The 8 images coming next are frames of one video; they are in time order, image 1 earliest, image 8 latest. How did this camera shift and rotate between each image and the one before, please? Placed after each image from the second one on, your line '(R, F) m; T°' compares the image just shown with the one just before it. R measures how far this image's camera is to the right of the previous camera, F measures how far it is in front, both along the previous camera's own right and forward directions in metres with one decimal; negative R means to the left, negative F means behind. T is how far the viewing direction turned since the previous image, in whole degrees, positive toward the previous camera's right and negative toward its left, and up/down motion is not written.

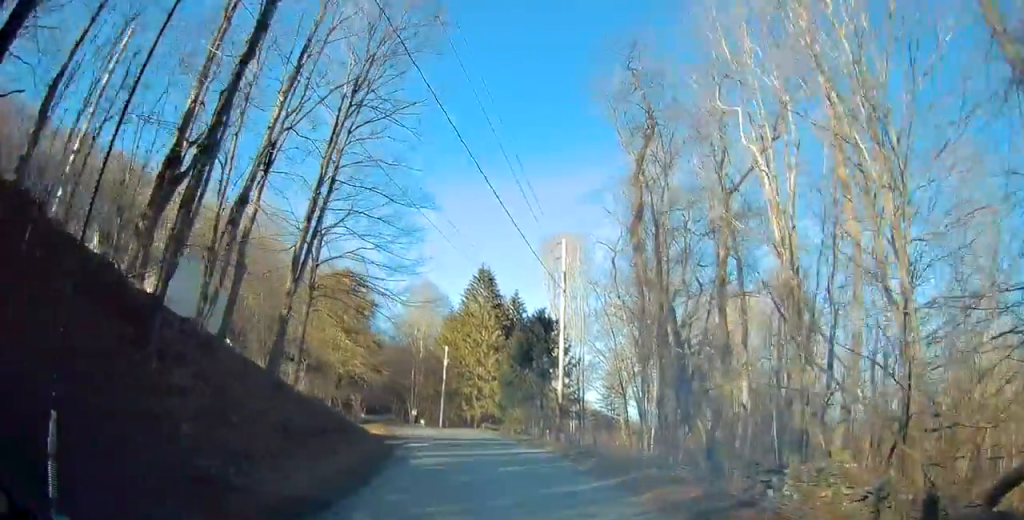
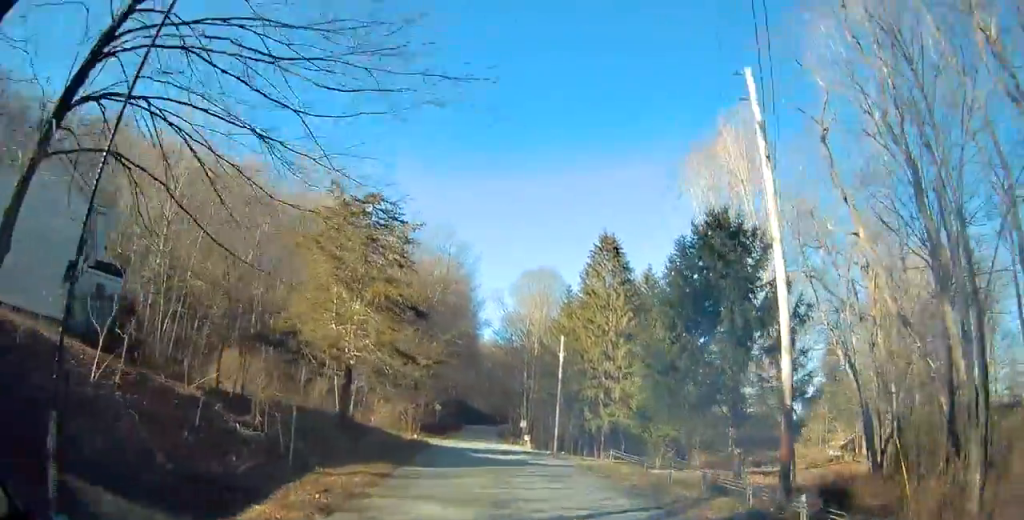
(-1.5, +18.7) m; -14°
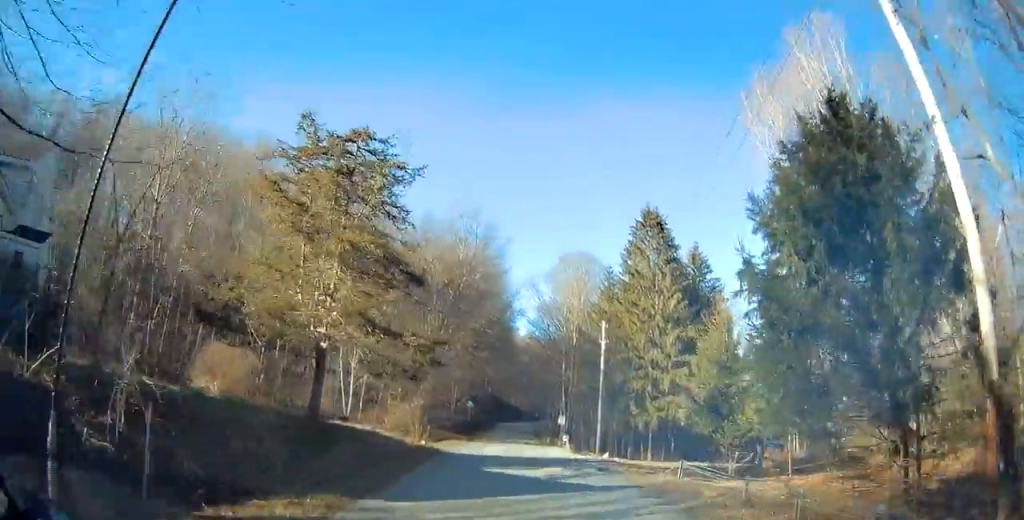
(-0.5, +6.3) m; -5°
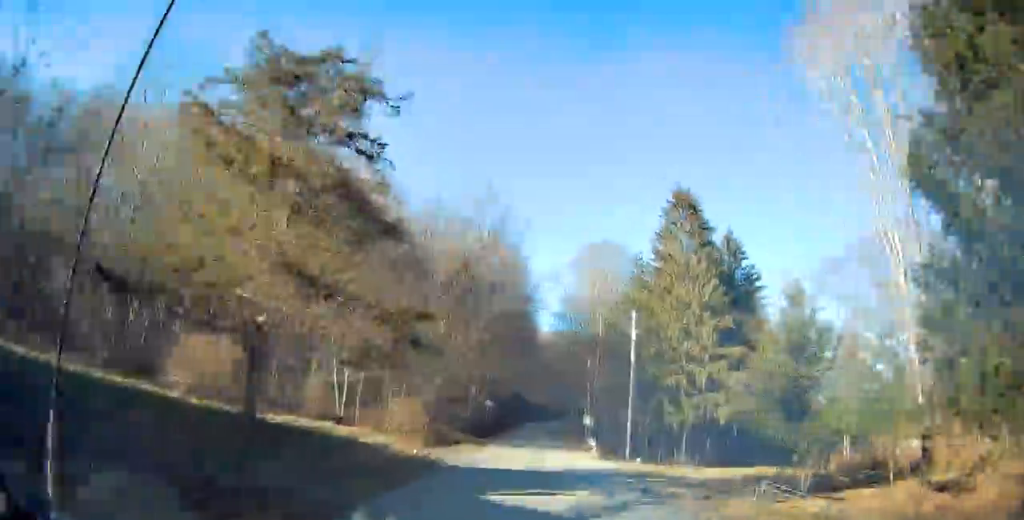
(-0.2, +5.1) m; -3°
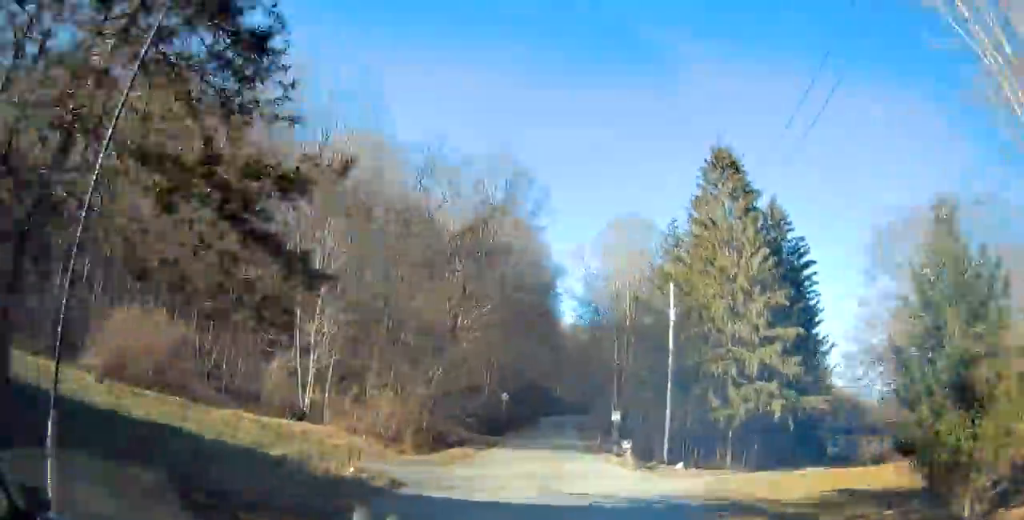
(-0.3, +7.6) m; -2°
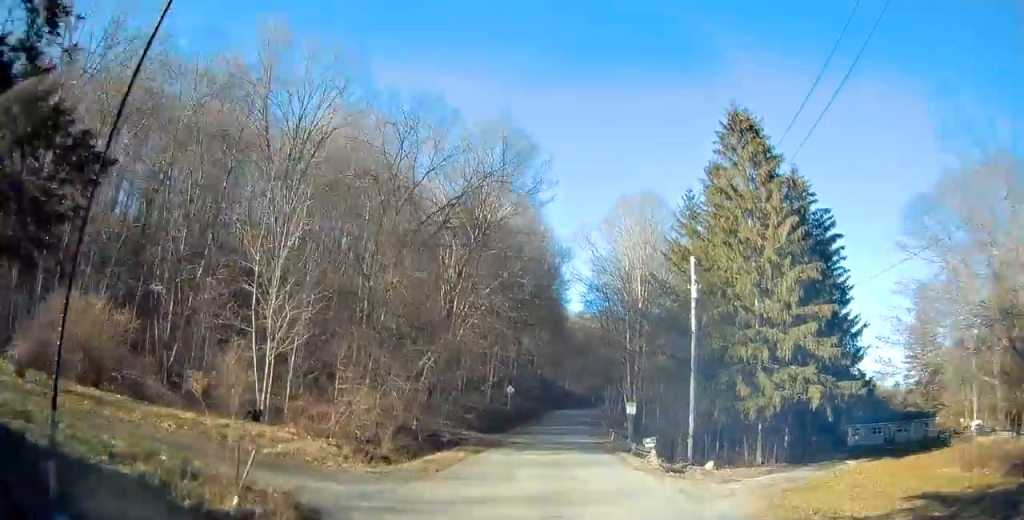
(0.0, +4.8) m; 0°
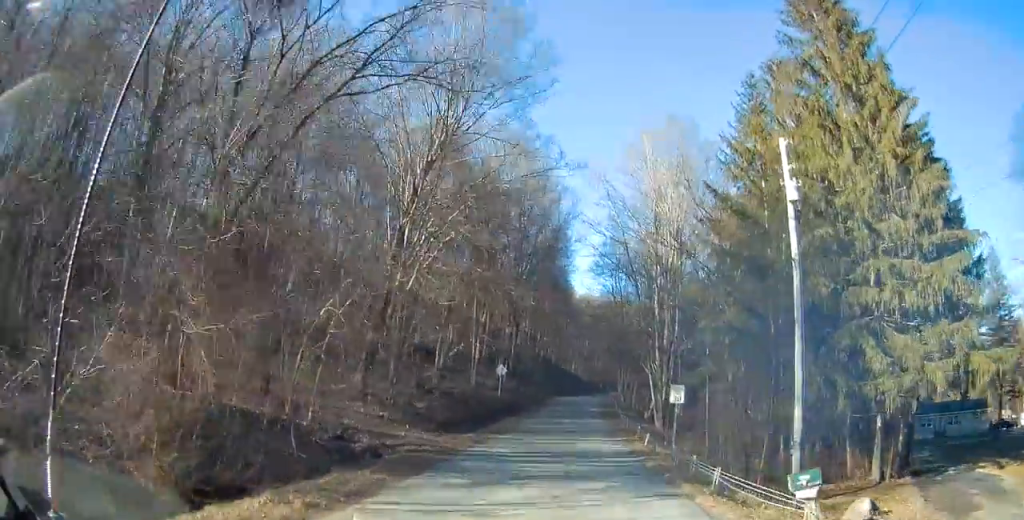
(0.0, +14.8) m; 0°
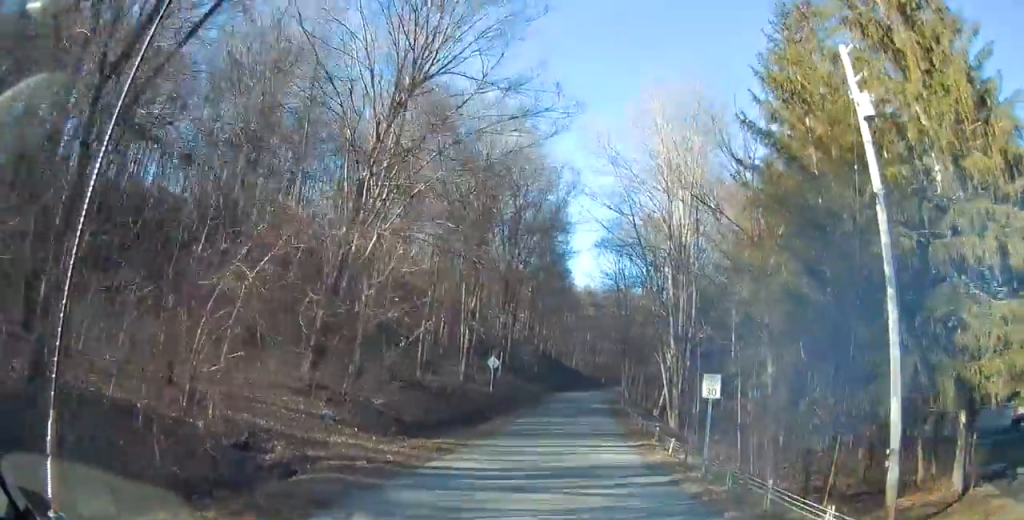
(0.0, +5.9) m; 0°
